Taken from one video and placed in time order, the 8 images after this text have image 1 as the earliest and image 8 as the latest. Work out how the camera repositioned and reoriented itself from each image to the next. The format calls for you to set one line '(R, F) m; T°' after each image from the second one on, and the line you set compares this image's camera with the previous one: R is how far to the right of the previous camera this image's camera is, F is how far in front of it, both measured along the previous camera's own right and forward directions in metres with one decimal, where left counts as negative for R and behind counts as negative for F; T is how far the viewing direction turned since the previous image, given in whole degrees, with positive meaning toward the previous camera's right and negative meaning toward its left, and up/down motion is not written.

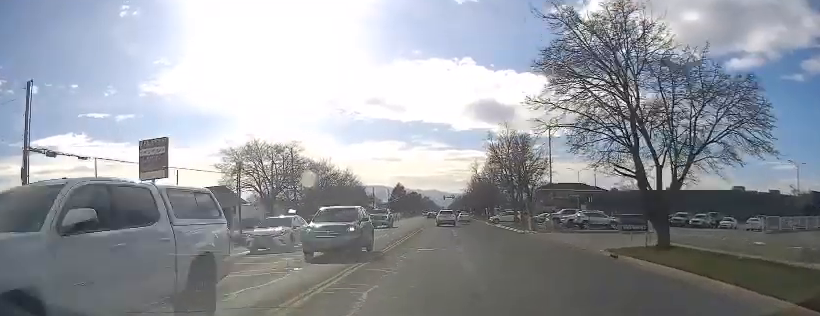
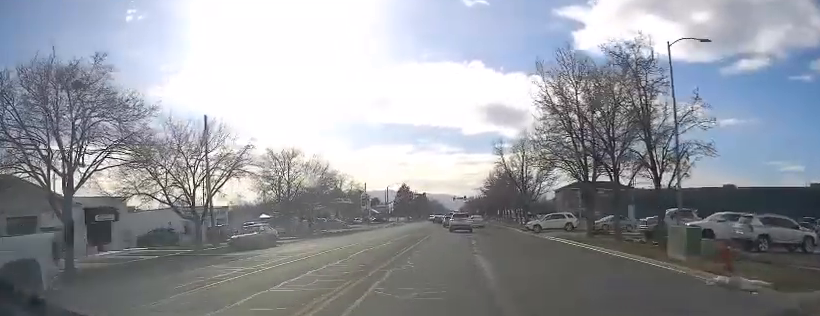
(0.0, +29.1) m; -1°
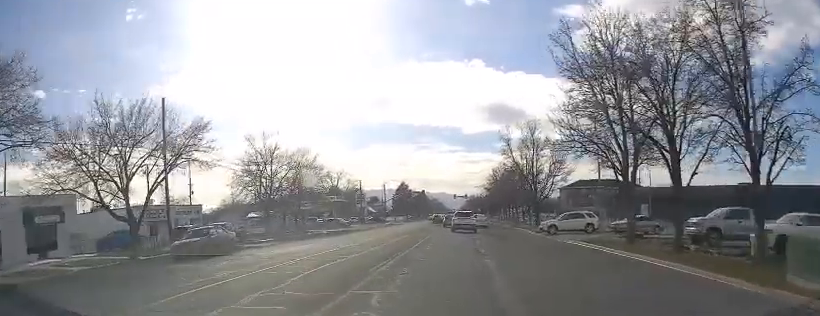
(0.0, +7.3) m; -1°
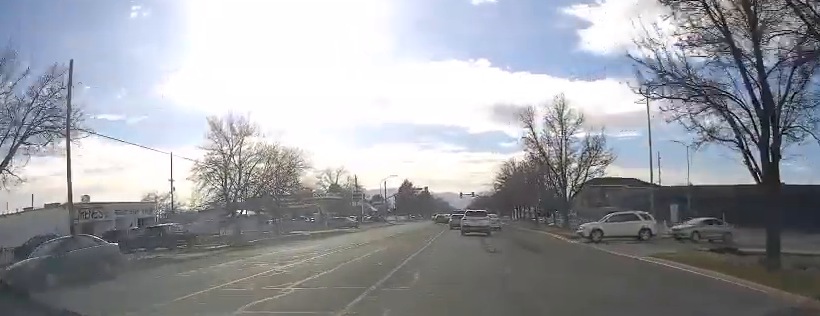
(-0.1, +11.6) m; -1°
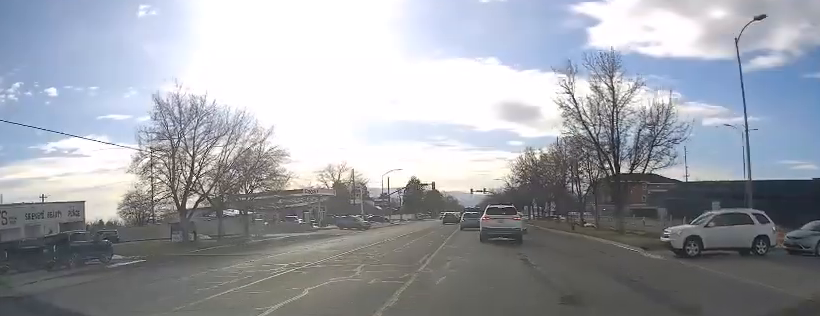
(-0.1, +12.0) m; +1°
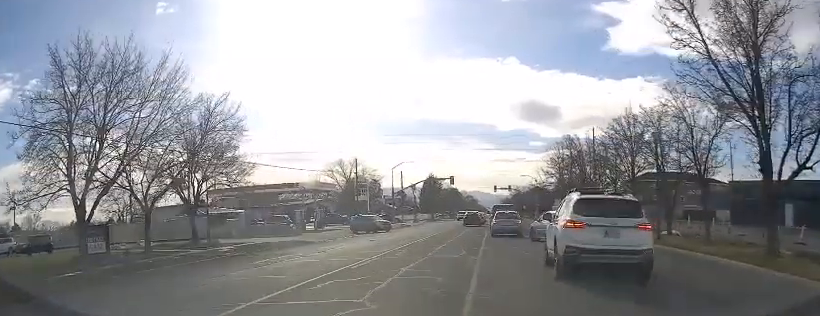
(+0.1, +15.3) m; -1°
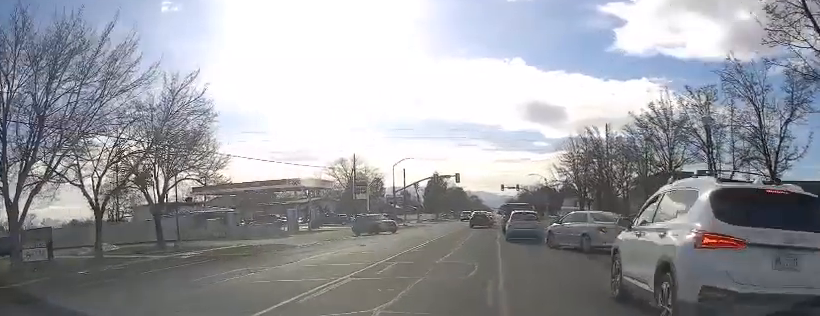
(-0.2, +6.2) m; -1°
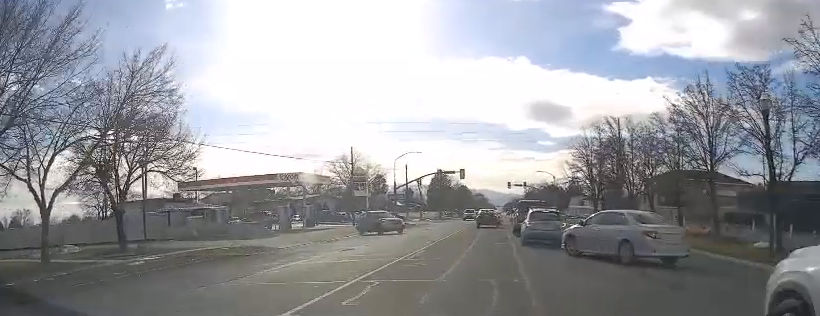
(-0.1, +5.4) m; -1°
